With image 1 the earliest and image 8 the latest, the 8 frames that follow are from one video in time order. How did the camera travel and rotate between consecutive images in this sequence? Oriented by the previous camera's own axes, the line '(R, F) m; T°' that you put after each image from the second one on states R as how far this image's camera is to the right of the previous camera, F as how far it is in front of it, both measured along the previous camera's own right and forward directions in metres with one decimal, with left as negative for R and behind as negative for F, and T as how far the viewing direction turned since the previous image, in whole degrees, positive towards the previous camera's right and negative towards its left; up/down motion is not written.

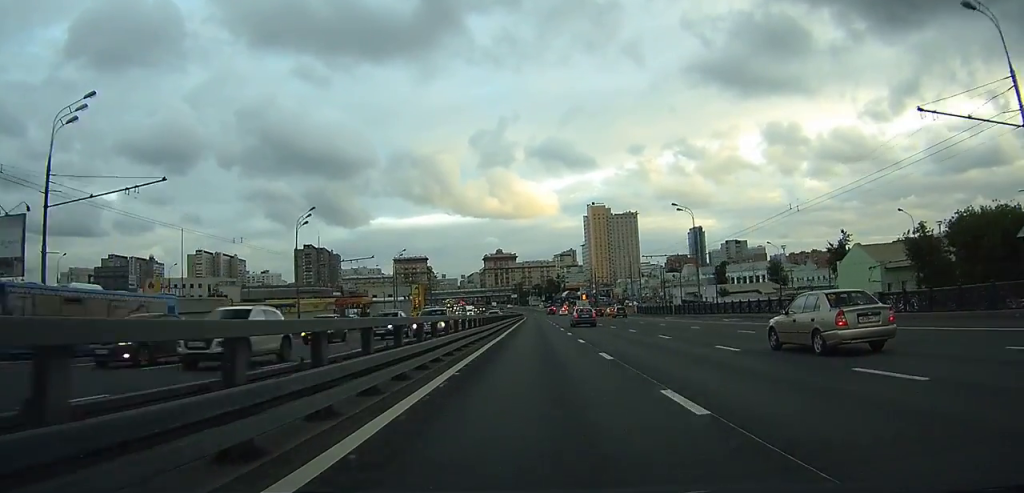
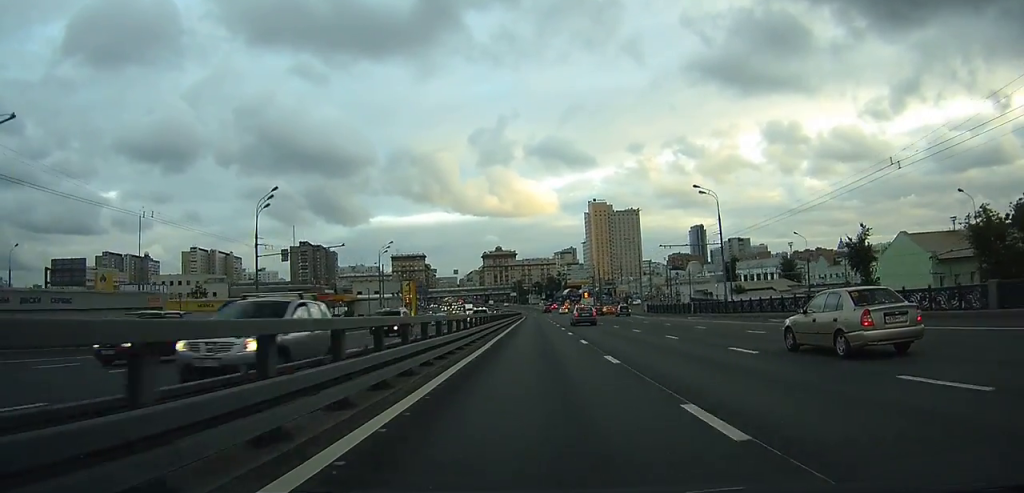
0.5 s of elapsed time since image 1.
(0.0, +9.3) m; 0°
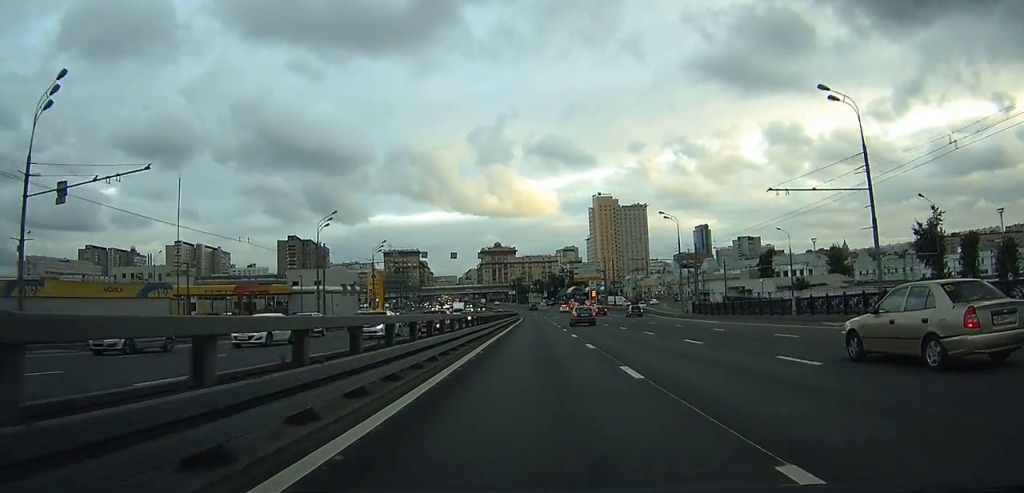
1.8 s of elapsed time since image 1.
(0.0, +27.1) m; 0°
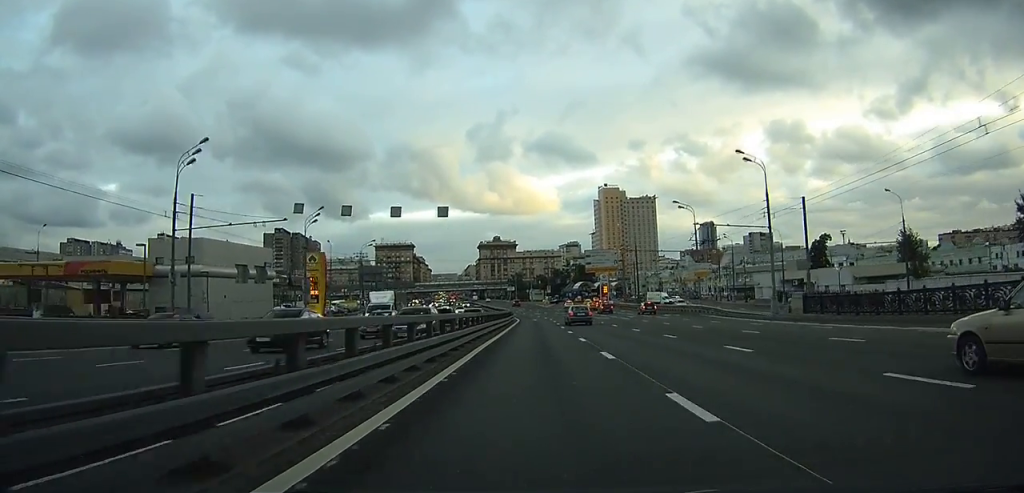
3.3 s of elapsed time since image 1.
(-0.1, +28.0) m; 0°
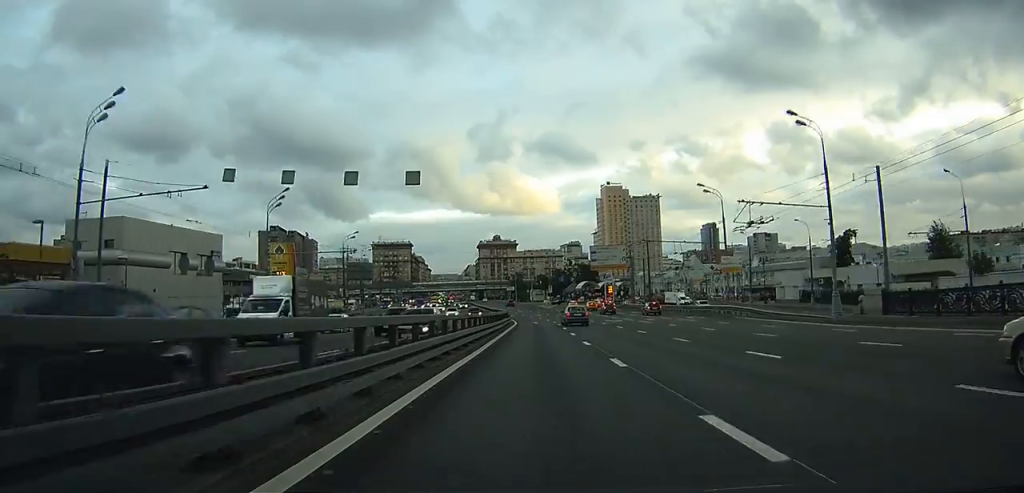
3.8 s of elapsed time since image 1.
(0.0, +9.7) m; 0°
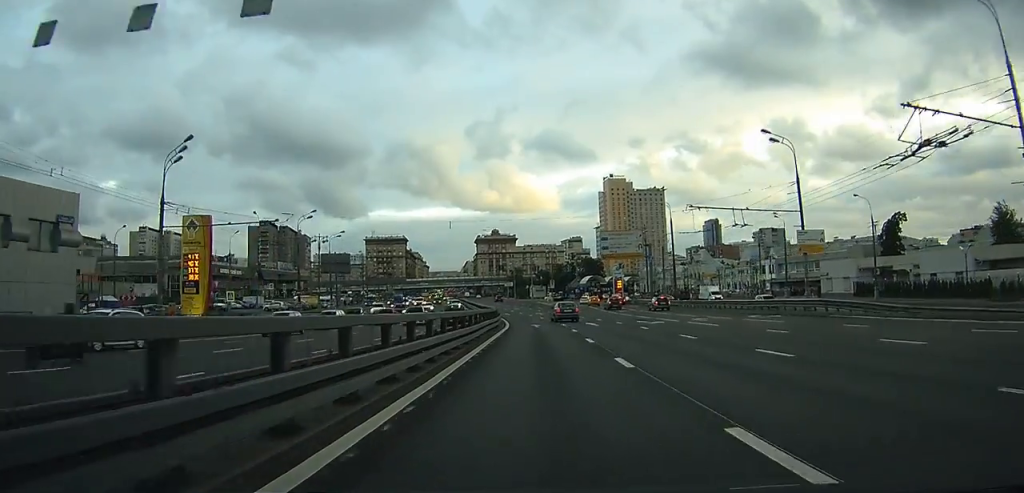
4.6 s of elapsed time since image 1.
(0.0, +16.7) m; 0°
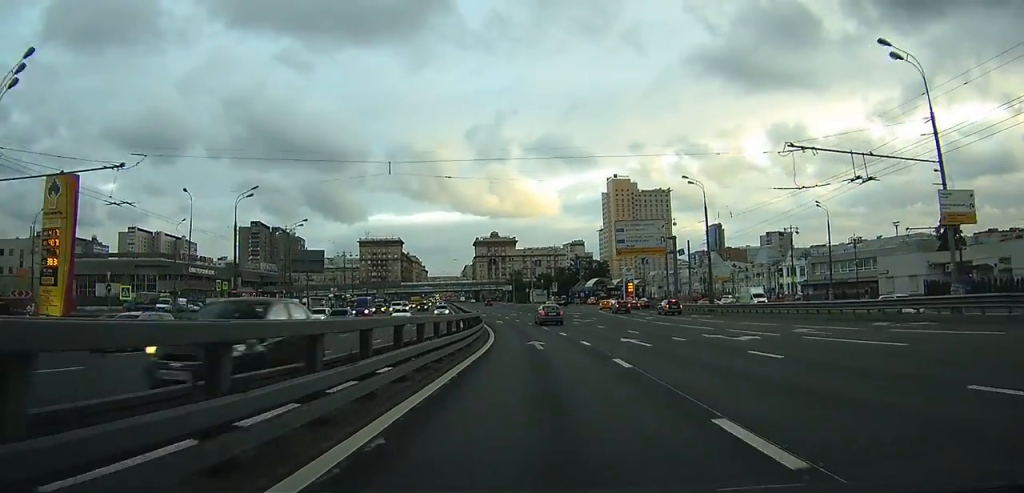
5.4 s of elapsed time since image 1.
(0.0, +15.3) m; 0°
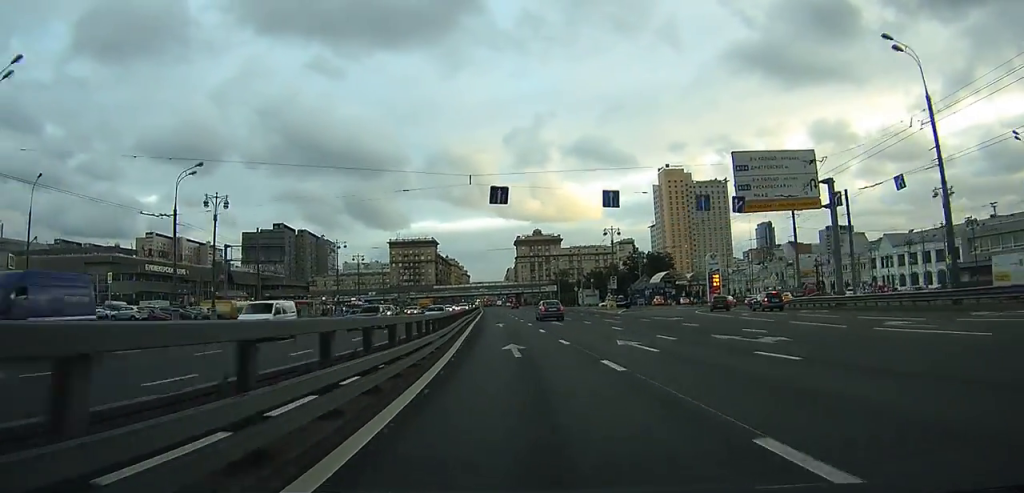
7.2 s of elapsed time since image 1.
(-0.5, +32.9) m; -3°
